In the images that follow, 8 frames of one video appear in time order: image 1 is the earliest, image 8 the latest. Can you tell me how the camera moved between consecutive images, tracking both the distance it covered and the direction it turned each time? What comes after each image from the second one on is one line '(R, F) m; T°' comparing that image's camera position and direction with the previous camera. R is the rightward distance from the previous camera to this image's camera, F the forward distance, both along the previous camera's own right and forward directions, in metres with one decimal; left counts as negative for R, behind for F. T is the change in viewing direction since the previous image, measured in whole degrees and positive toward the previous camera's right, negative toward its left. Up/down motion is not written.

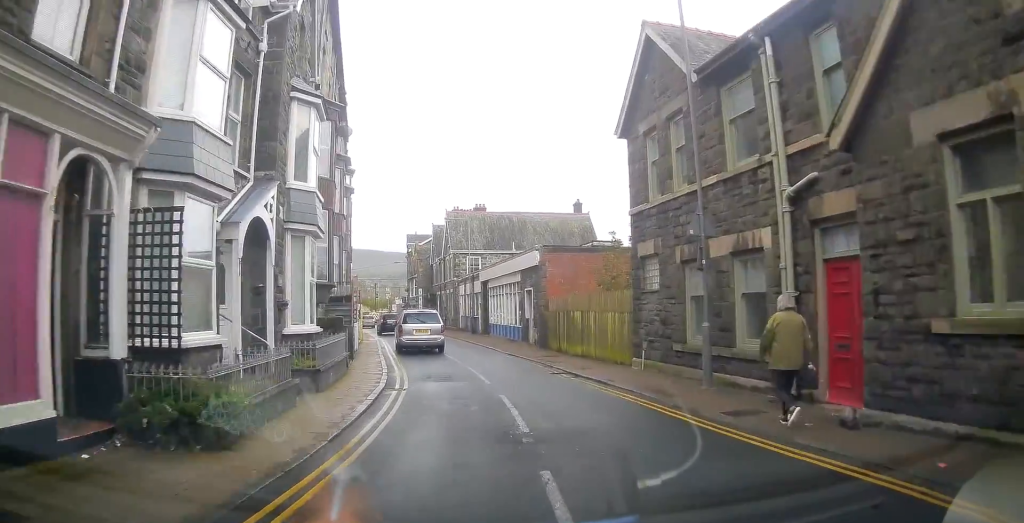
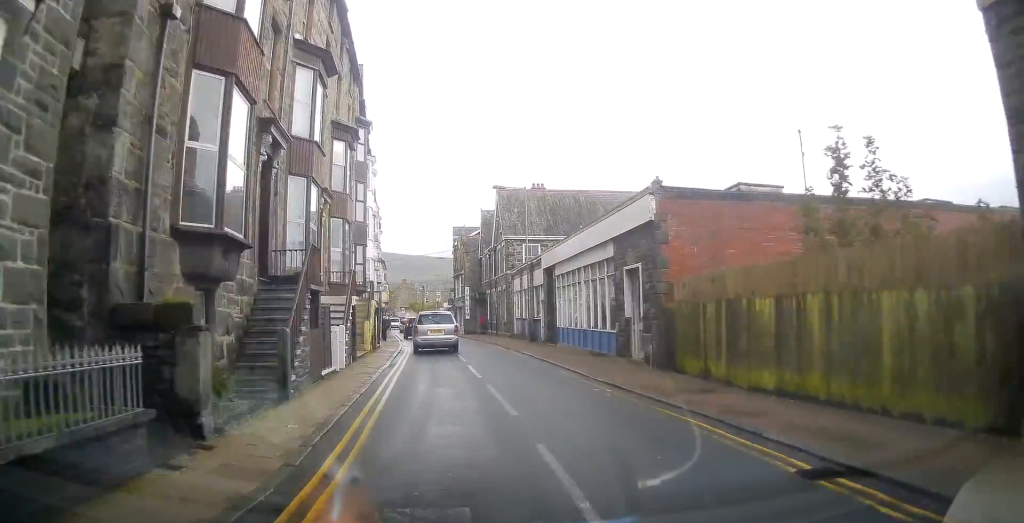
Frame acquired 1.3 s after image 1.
(-0.4, +11.0) m; -4°
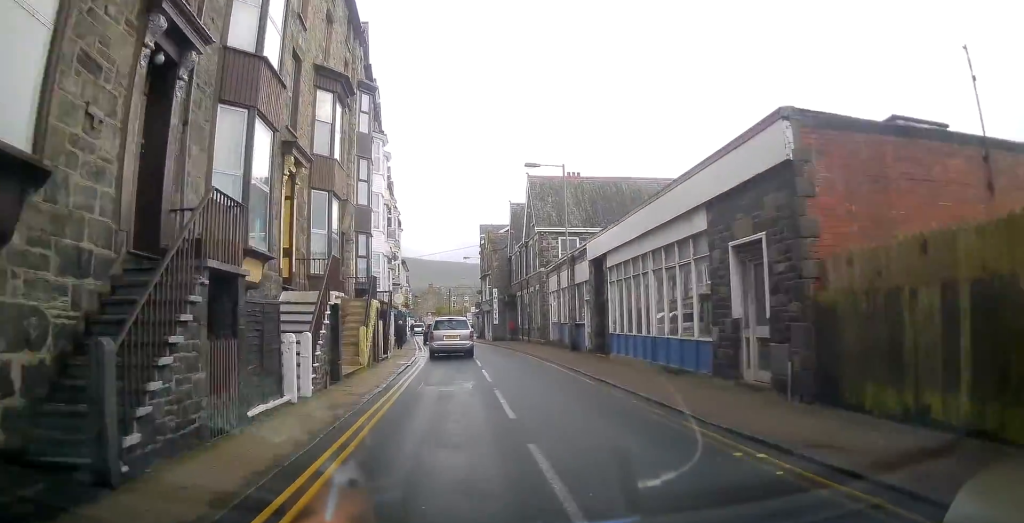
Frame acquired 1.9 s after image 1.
(-0.1, +5.7) m; -2°
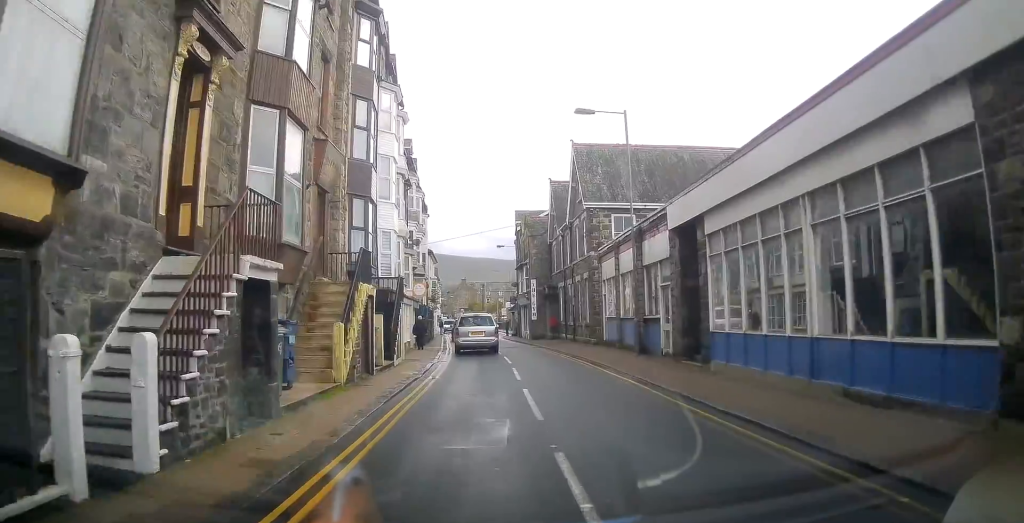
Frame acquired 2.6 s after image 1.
(-0.1, +6.6) m; -2°
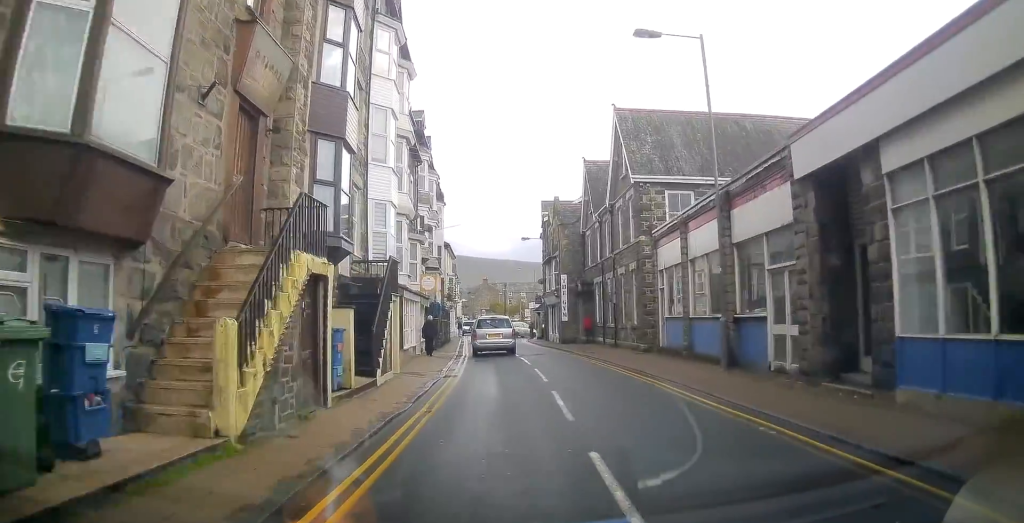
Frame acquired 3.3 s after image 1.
(-0.1, +6.1) m; -1°
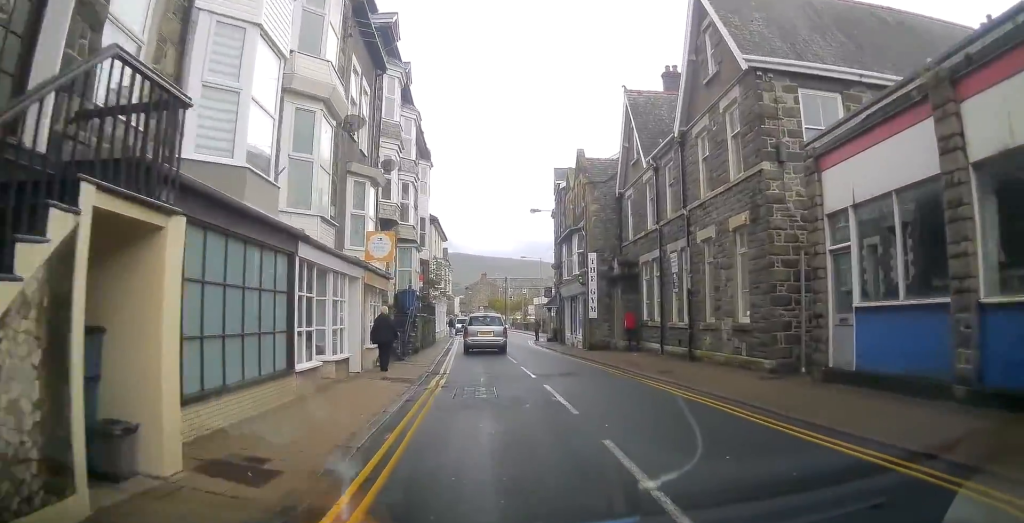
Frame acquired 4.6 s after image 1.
(-0.1, +11.6) m; 0°
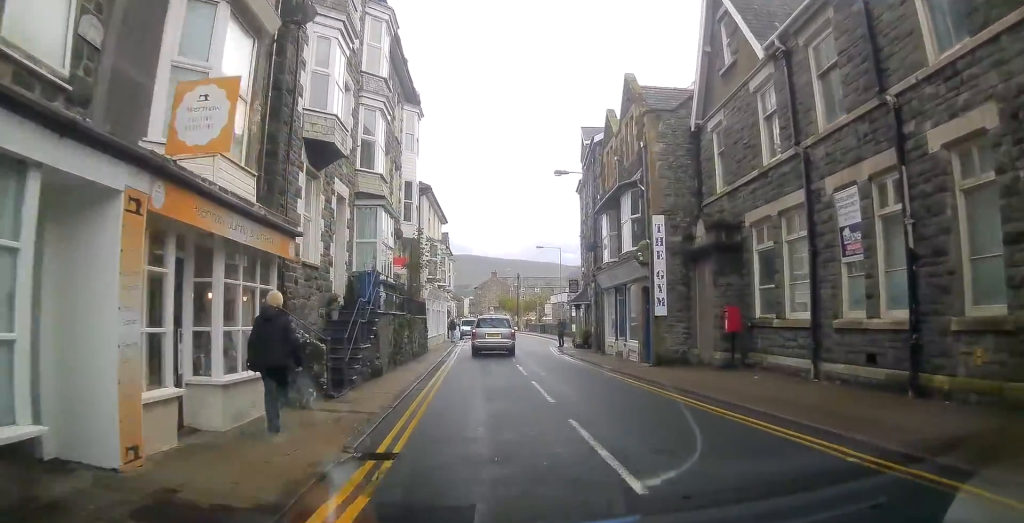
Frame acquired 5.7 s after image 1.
(0.0, +10.0) m; -1°
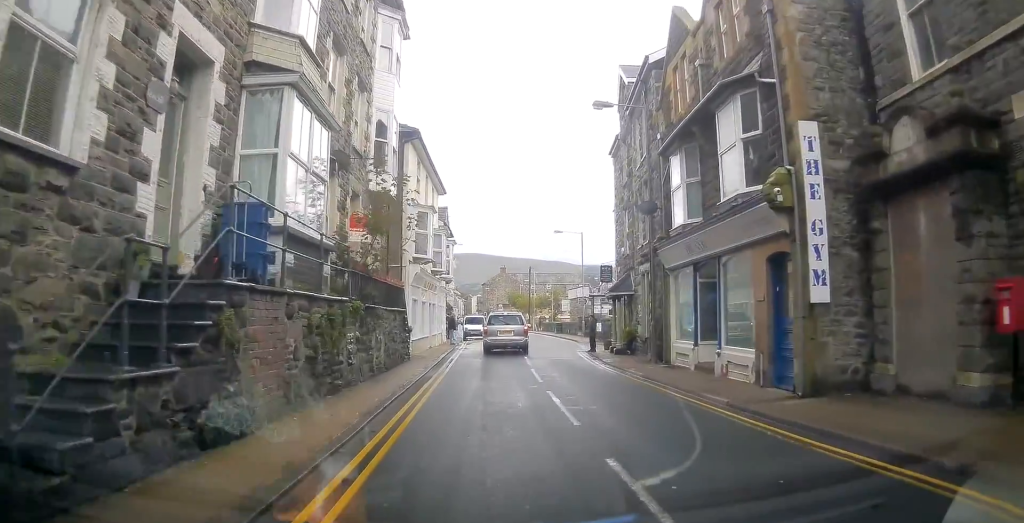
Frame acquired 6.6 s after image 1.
(-0.2, +8.7) m; +1°
